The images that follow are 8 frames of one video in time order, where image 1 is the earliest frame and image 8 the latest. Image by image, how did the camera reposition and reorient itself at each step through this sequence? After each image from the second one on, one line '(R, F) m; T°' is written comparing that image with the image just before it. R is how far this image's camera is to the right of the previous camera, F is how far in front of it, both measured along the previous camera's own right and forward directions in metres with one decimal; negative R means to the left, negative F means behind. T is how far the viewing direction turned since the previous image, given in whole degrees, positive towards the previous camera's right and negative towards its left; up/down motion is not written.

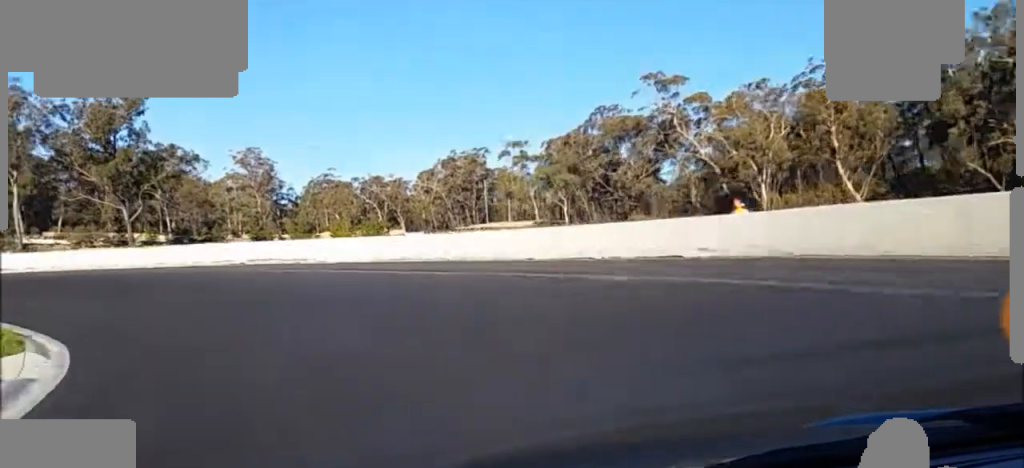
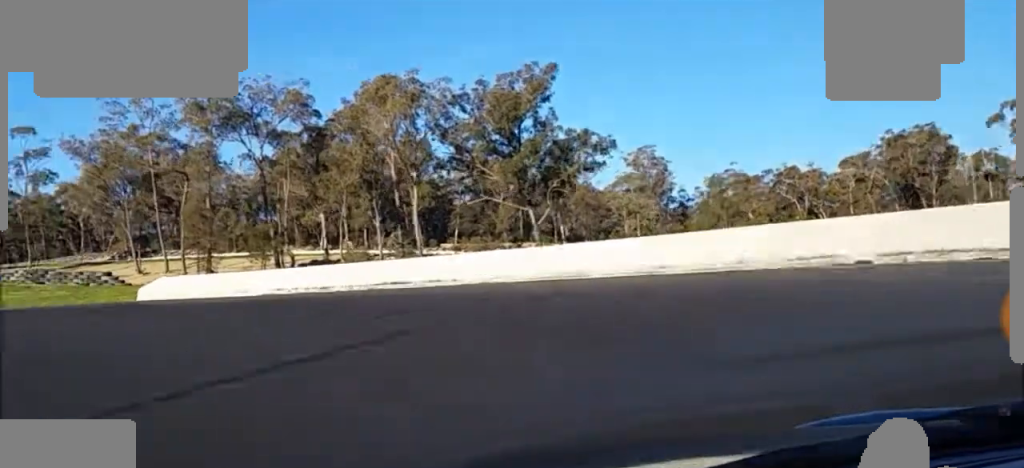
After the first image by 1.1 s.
(-5.4, +25.1) m; -24°
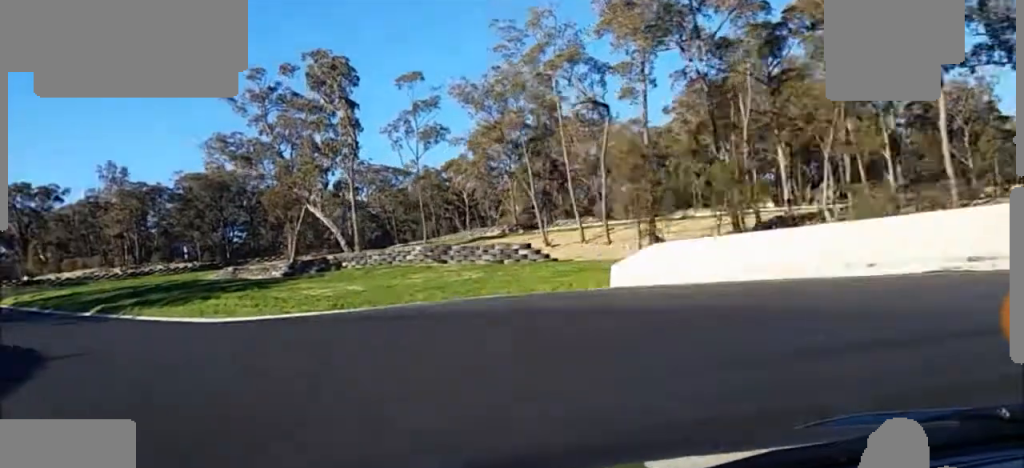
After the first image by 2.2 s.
(-4.5, +23.0) m; -21°
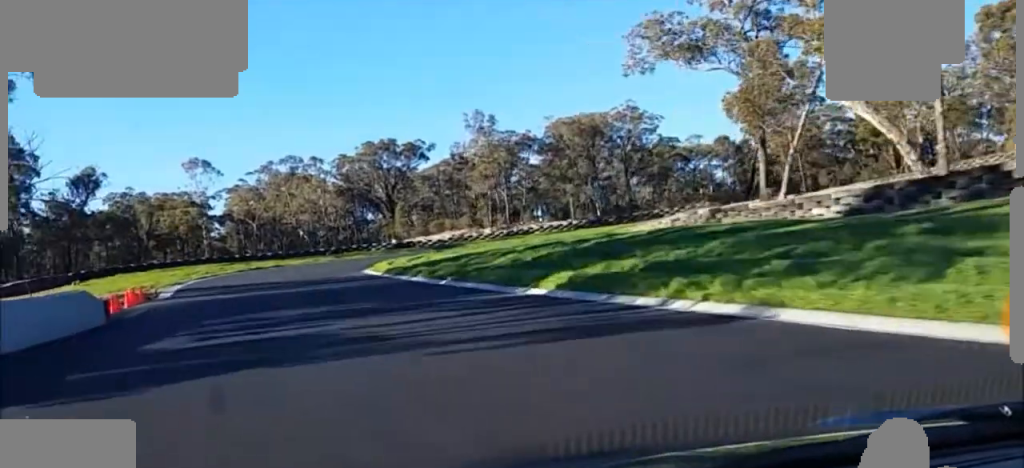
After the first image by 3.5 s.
(-7.0, +28.9) m; -22°
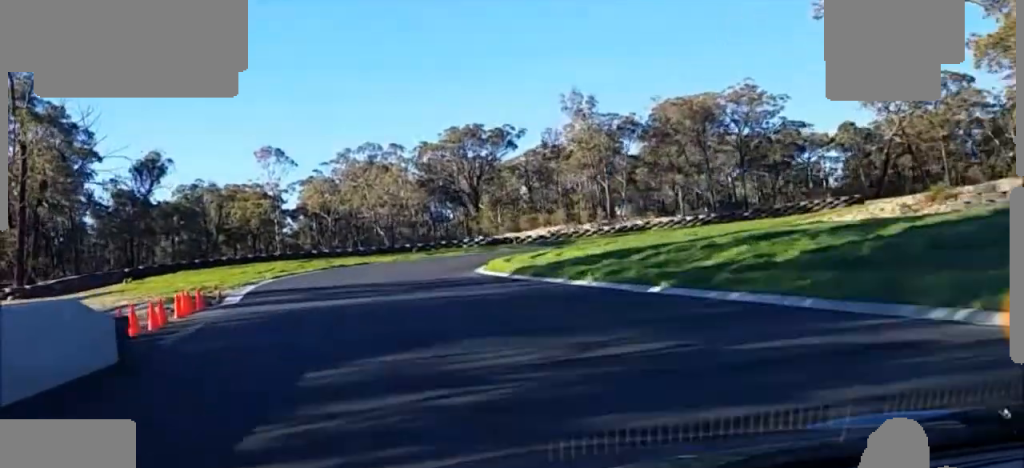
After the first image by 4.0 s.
(-0.9, +11.0) m; -6°
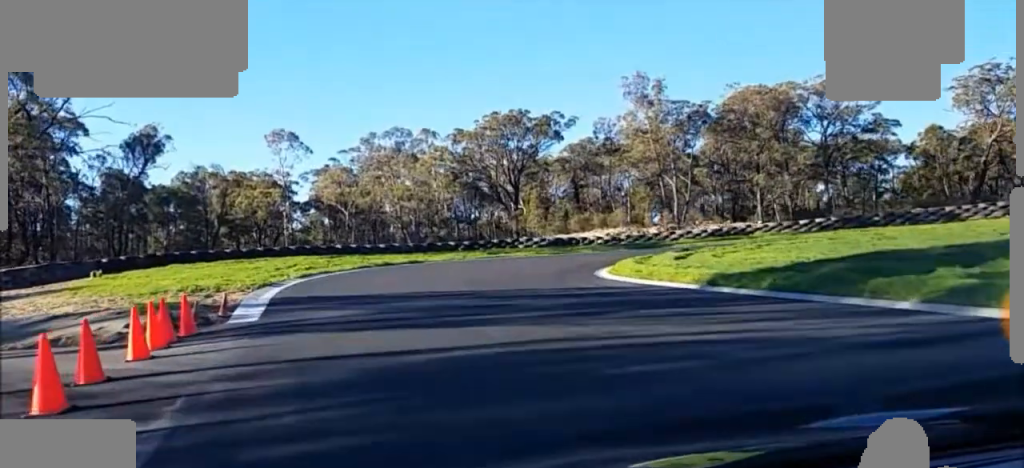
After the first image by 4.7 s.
(-0.5, +13.9) m; +3°
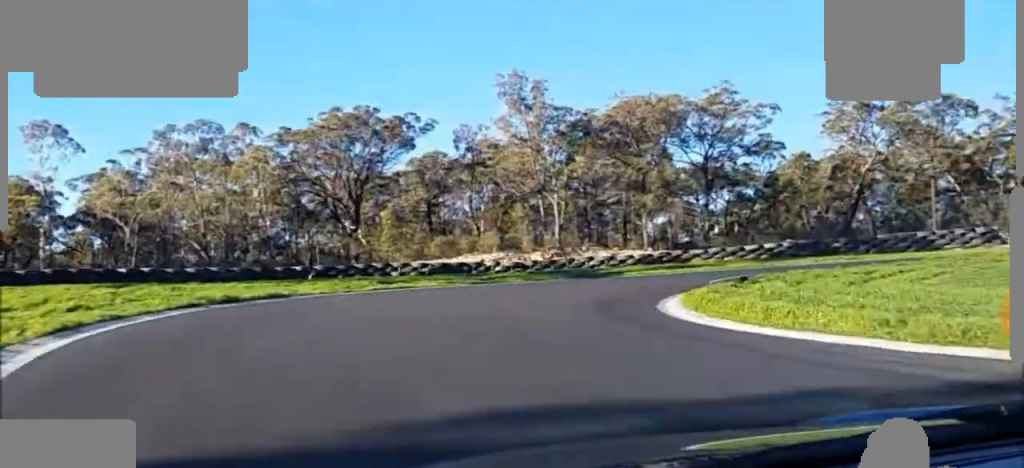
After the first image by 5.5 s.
(+1.0, +16.8) m; +9°
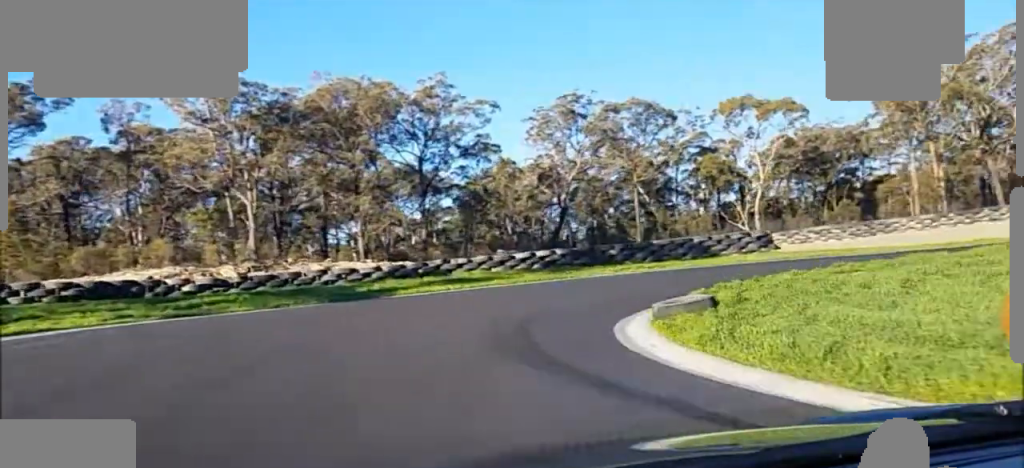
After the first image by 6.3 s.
(+1.2, +13.4) m; +16°
